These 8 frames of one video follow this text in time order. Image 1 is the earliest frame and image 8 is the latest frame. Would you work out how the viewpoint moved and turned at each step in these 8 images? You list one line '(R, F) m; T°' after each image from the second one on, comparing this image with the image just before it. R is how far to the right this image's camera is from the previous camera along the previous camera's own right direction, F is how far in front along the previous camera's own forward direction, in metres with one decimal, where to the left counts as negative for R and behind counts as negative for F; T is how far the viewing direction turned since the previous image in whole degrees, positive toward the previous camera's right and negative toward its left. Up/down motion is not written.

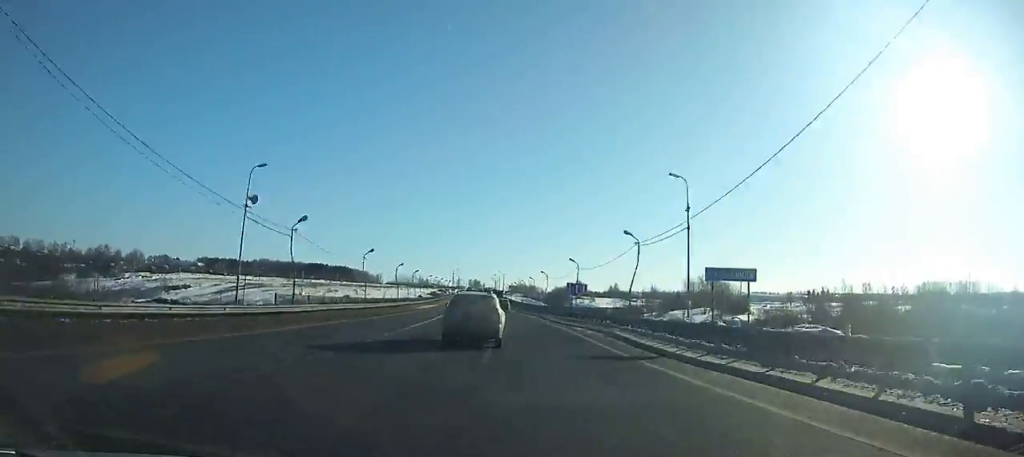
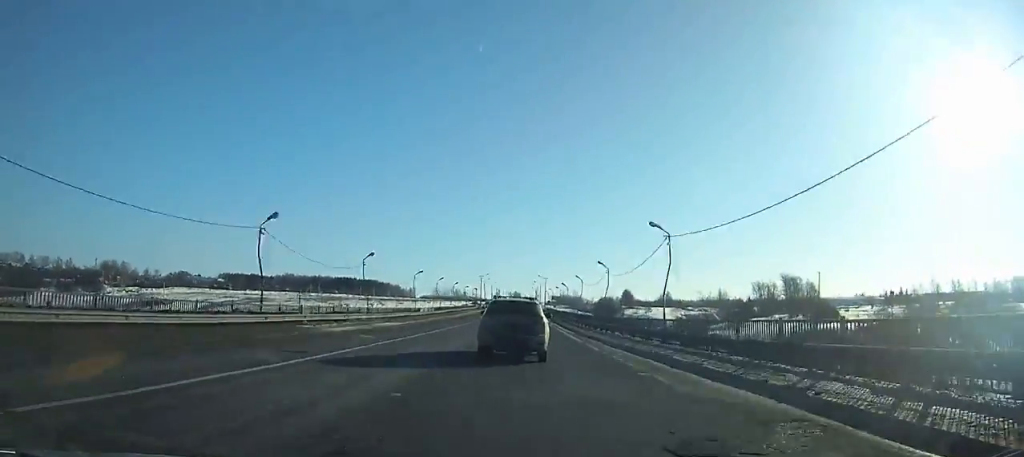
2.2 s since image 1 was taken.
(-1.7, +49.0) m; -3°
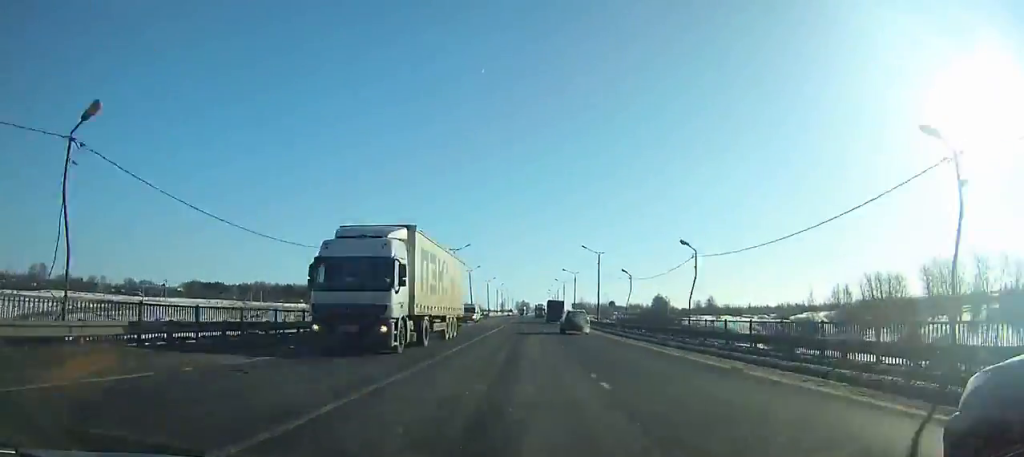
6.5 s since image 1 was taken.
(-4.0, +96.5) m; -2°
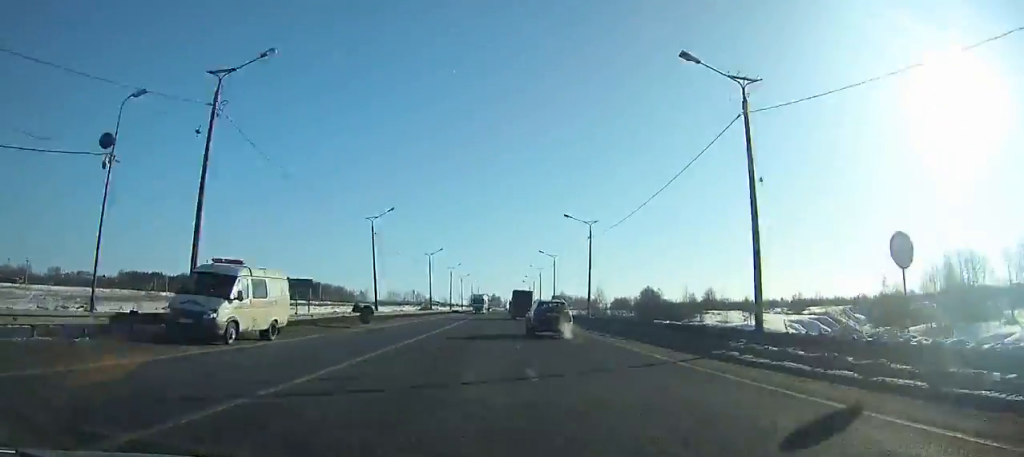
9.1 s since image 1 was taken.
(+1.1, +56.8) m; +1°
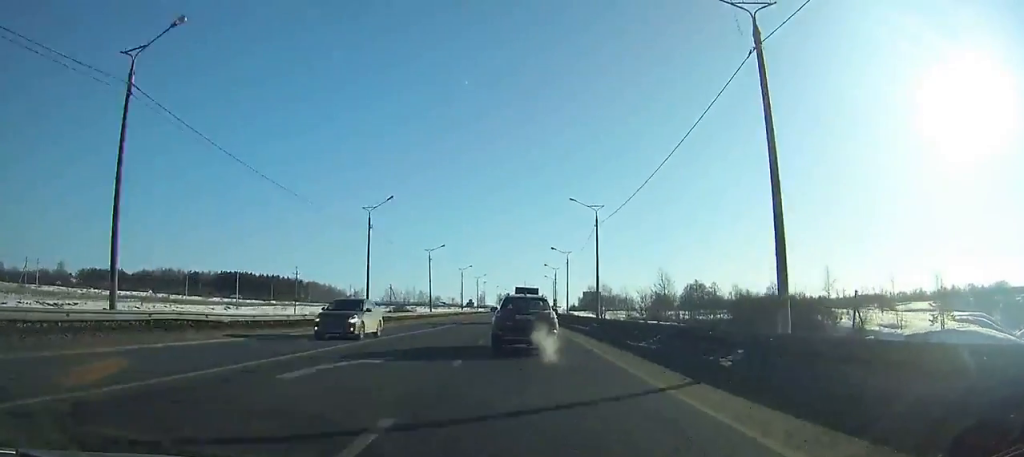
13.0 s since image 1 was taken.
(+0.7, +79.2) m; 0°
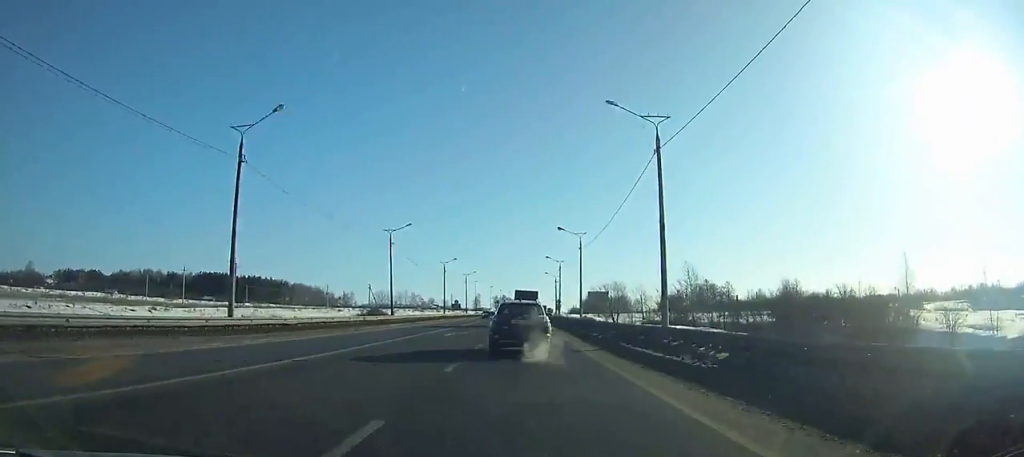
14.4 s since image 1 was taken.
(-0.2, +26.3) m; 0°
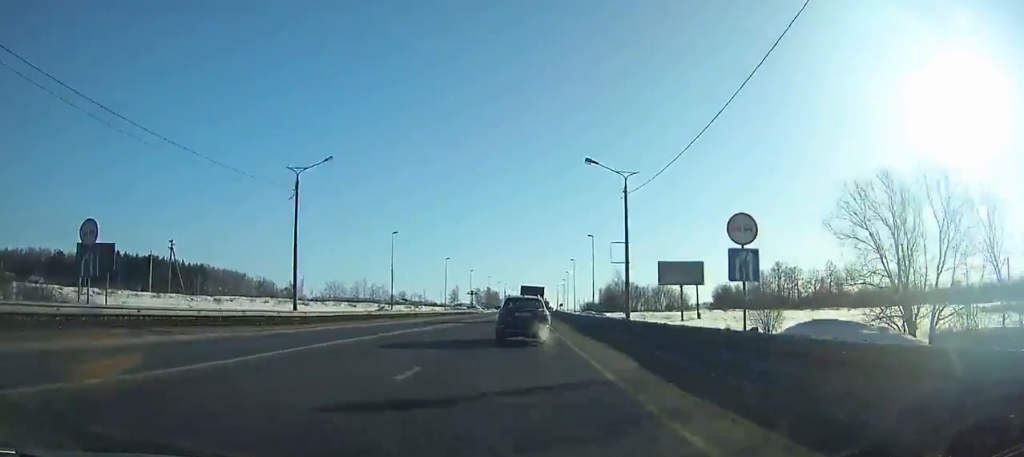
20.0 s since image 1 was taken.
(+0.6, +100.1) m; +1°
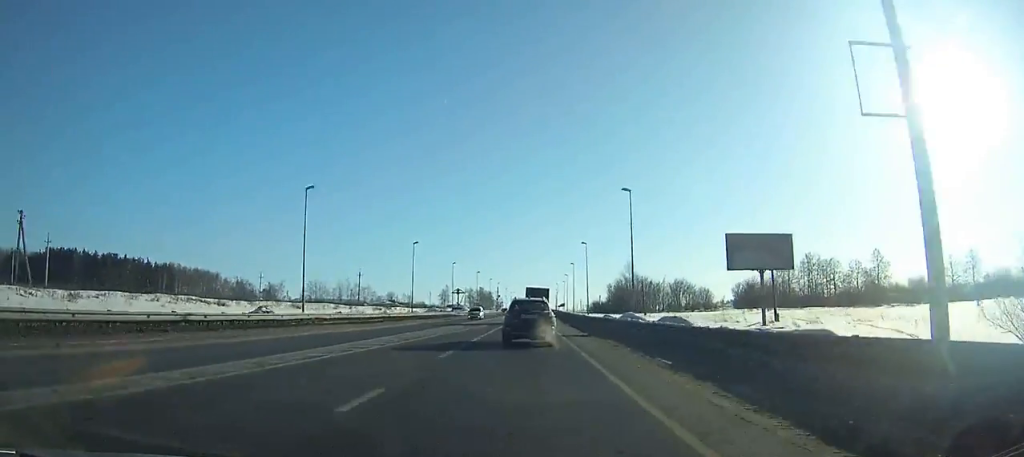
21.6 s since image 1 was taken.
(0.0, +27.8) m; 0°
